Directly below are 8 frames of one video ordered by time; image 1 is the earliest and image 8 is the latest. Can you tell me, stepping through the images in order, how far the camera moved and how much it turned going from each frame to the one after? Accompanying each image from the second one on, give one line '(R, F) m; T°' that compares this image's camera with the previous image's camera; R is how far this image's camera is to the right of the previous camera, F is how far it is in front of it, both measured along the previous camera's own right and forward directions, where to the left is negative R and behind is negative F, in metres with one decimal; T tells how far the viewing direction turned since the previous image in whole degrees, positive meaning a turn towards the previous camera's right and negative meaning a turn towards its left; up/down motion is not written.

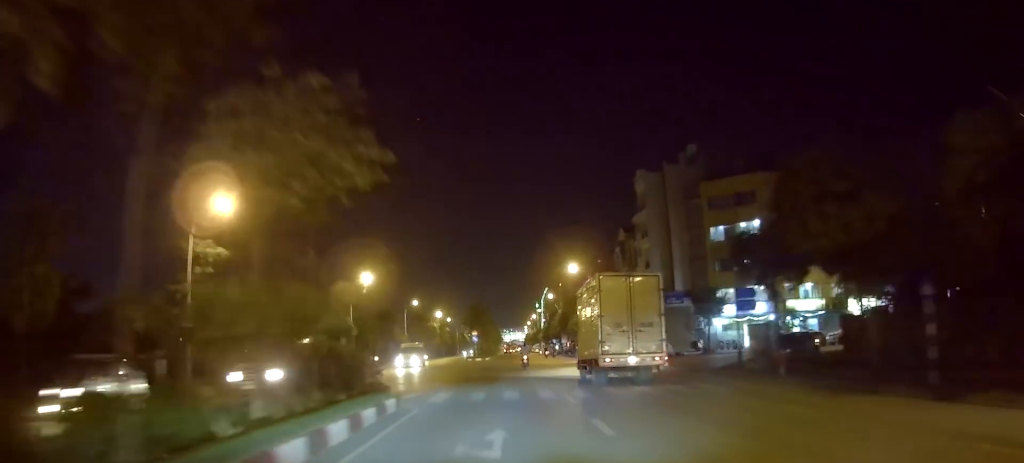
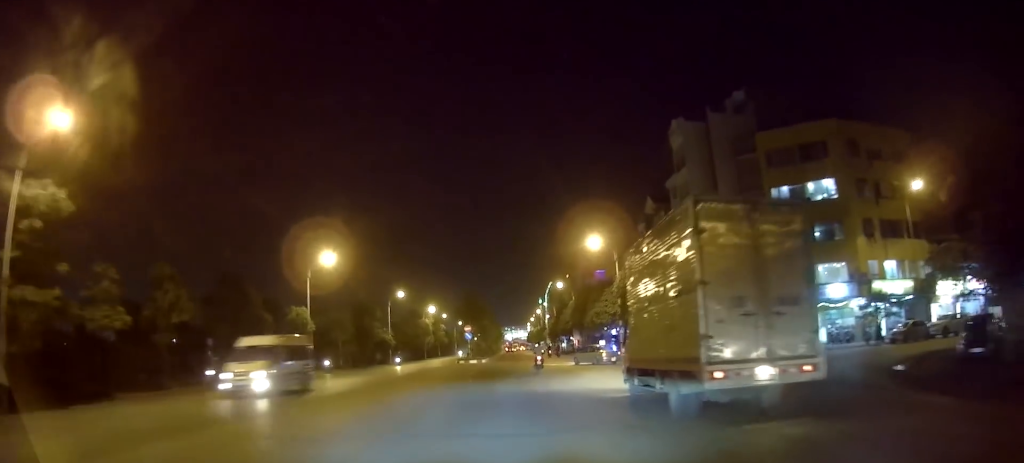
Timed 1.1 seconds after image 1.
(-0.1, +15.4) m; 0°
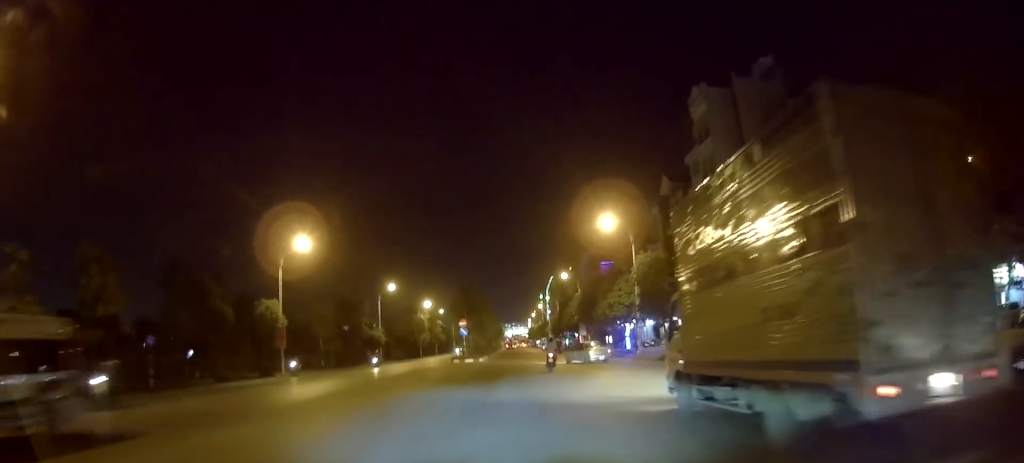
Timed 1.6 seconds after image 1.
(+0.3, +7.0) m; 0°
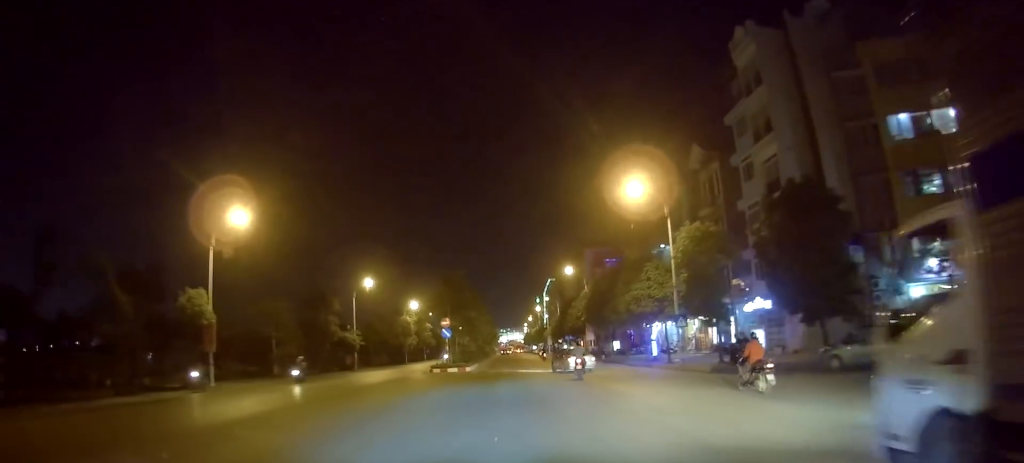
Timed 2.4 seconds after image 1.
(-0.3, +11.3) m; -1°
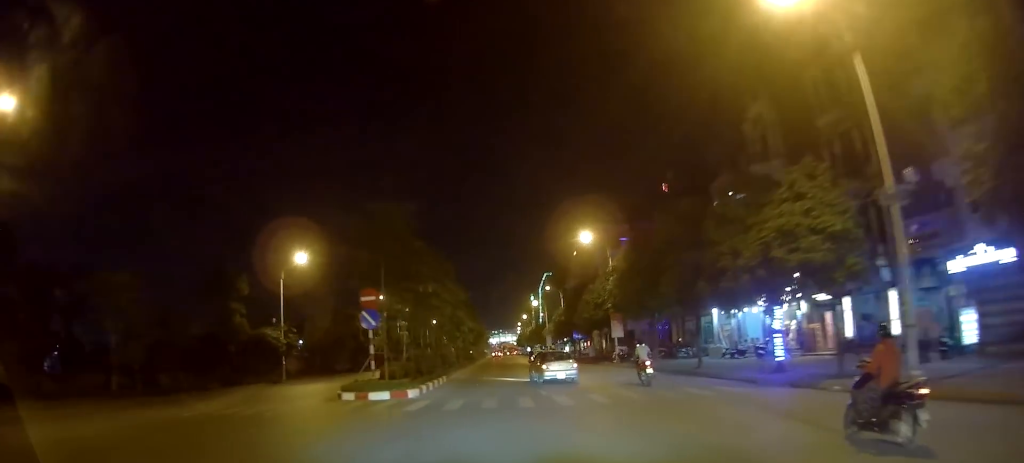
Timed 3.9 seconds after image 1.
(+0.1, +20.4) m; +2°
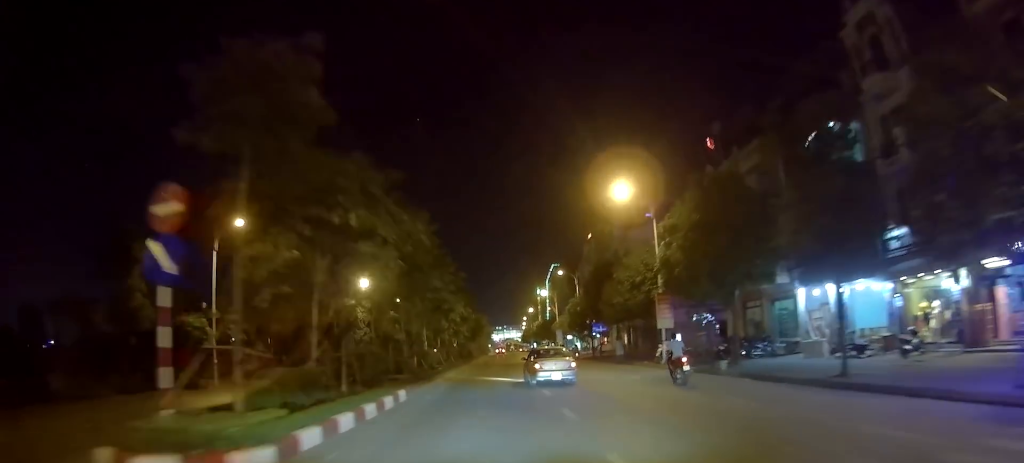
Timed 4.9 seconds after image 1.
(+0.2, +13.1) m; 0°
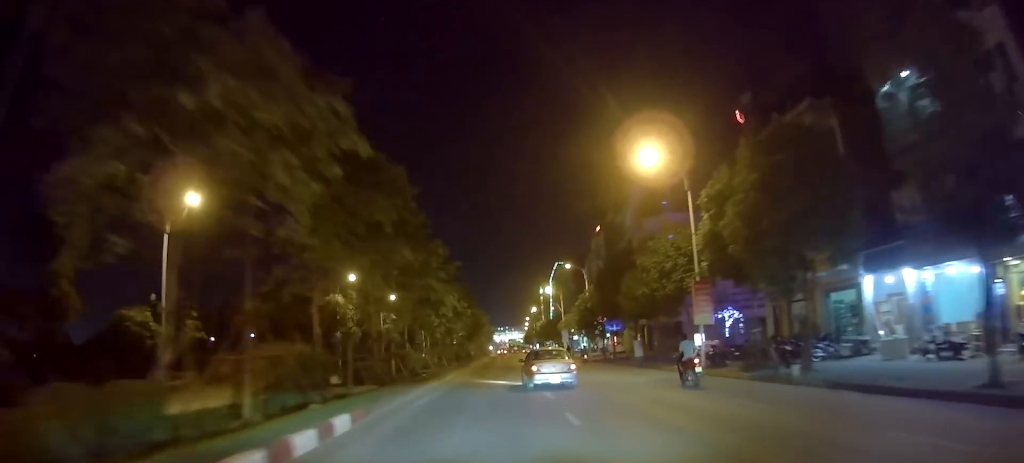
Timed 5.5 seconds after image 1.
(-0.1, +6.9) m; -1°
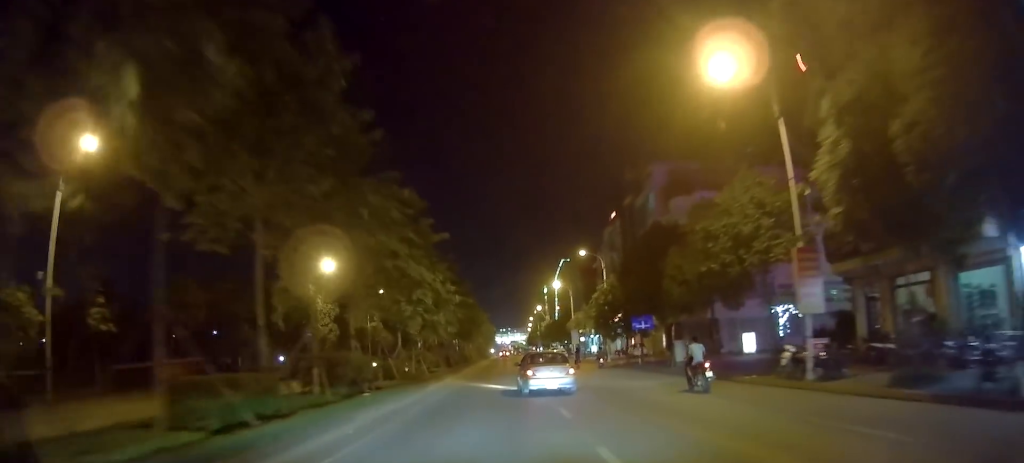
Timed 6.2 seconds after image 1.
(-0.1, +9.8) m; 0°
